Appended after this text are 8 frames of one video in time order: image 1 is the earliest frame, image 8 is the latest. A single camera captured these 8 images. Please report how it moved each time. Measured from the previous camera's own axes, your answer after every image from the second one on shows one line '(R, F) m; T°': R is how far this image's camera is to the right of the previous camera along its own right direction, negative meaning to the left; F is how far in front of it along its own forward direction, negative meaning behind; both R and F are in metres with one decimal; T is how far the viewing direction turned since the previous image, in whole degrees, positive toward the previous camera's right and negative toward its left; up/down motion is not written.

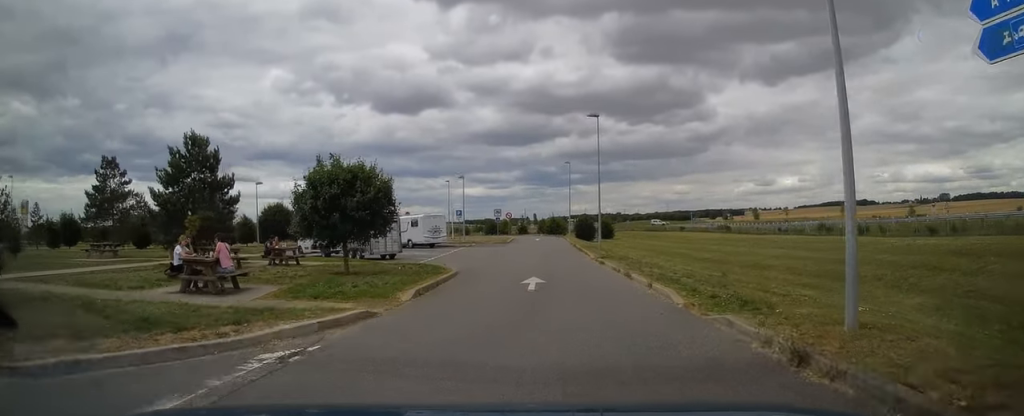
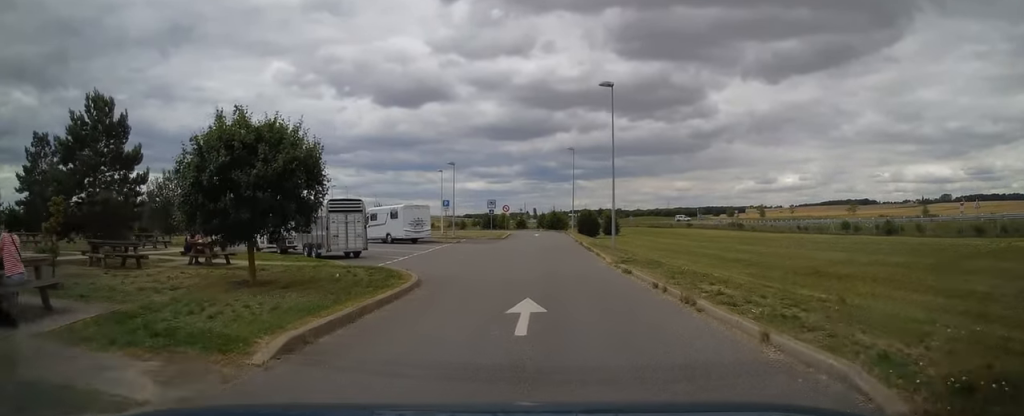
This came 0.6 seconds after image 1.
(0.0, +6.8) m; 0°
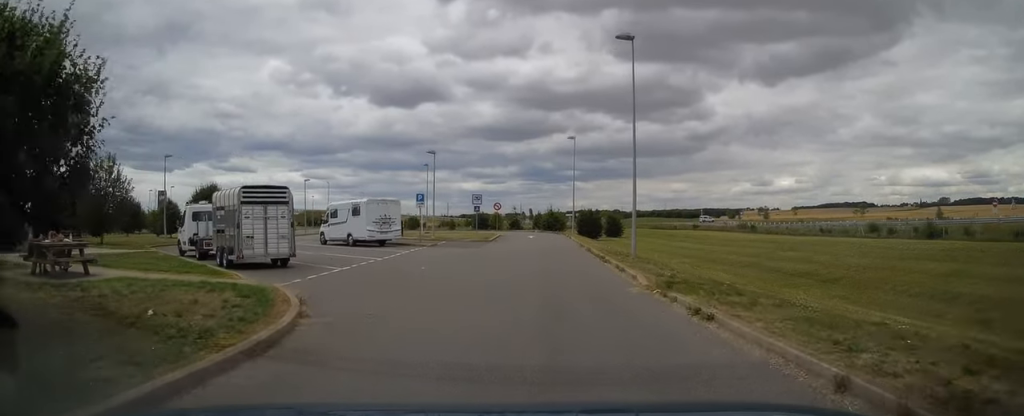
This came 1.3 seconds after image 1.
(0.0, +7.9) m; 0°
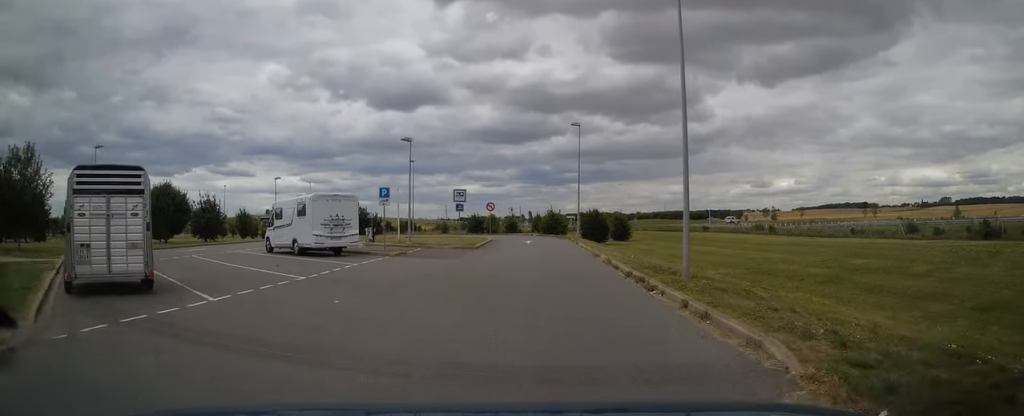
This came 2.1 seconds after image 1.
(0.0, +7.9) m; 0°
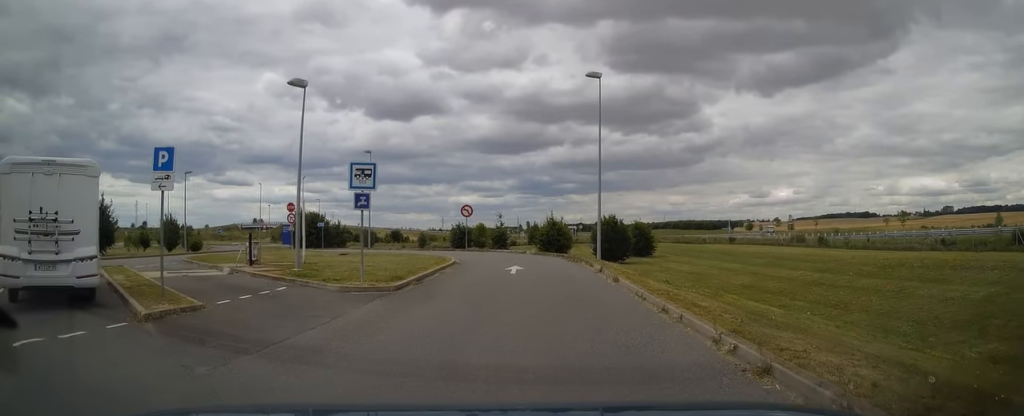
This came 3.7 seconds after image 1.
(-0.1, +16.8) m; -1°
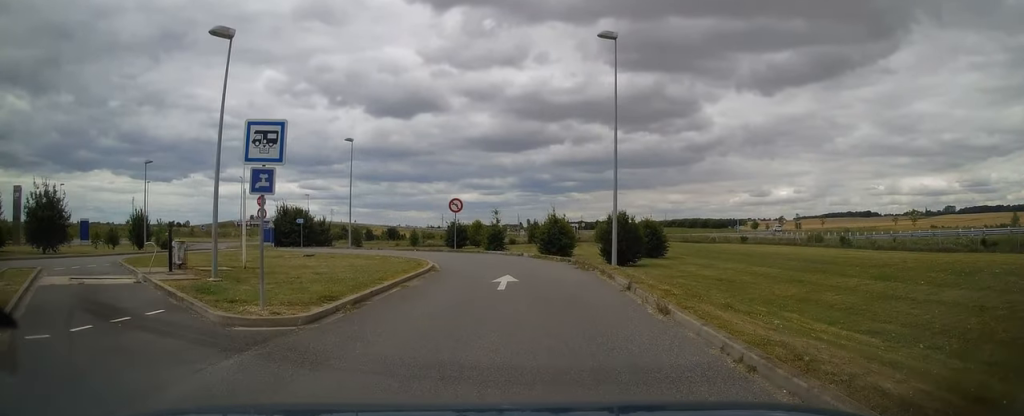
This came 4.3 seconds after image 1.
(0.0, +5.6) m; 0°
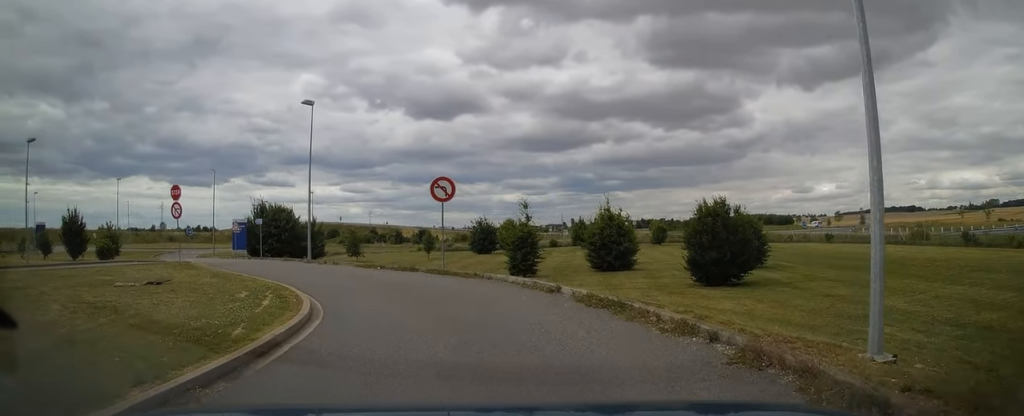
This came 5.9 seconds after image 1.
(-0.7, +15.3) m; -10°
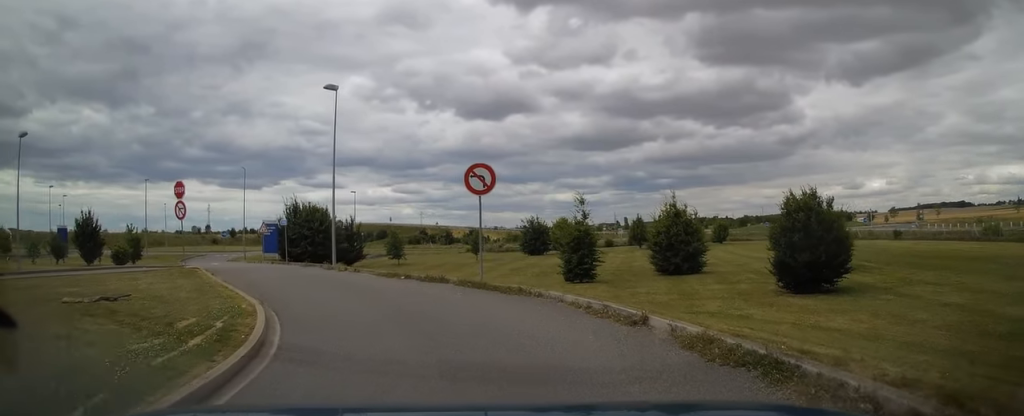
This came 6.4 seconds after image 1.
(+0.1, +4.2) m; -5°
